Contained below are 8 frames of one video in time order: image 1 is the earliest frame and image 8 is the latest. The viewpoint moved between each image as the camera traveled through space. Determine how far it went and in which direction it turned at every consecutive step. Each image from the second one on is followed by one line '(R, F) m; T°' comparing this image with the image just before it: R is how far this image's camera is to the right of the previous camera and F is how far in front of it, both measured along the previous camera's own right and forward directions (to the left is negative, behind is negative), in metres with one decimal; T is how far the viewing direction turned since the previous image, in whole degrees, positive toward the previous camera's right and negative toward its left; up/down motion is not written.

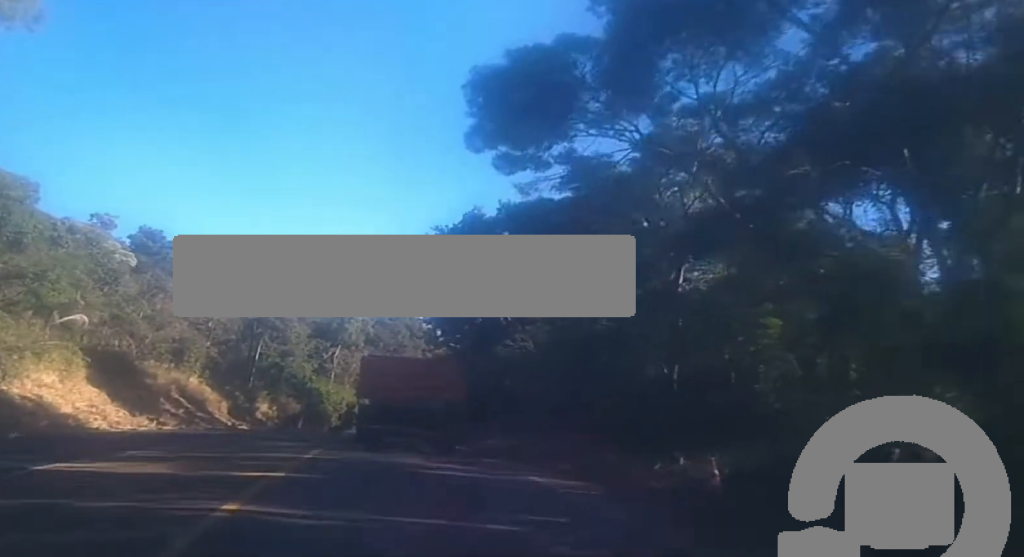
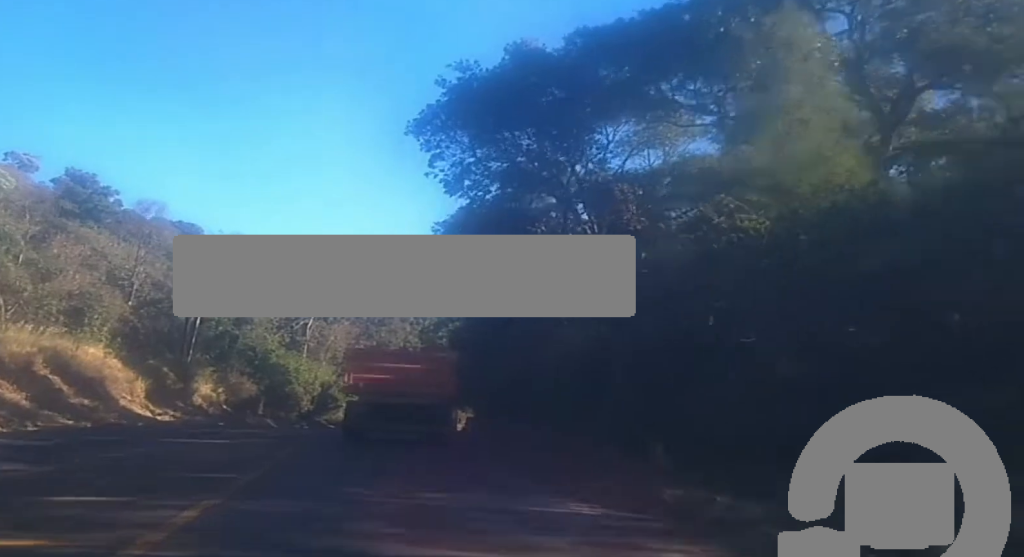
(+0.5, +24.4) m; +1°
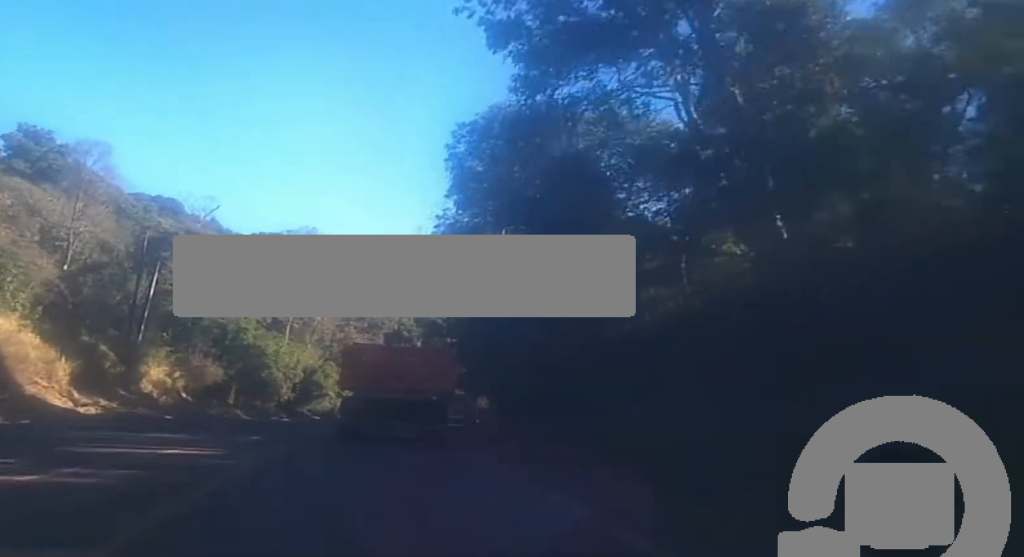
(0.0, +13.2) m; 0°
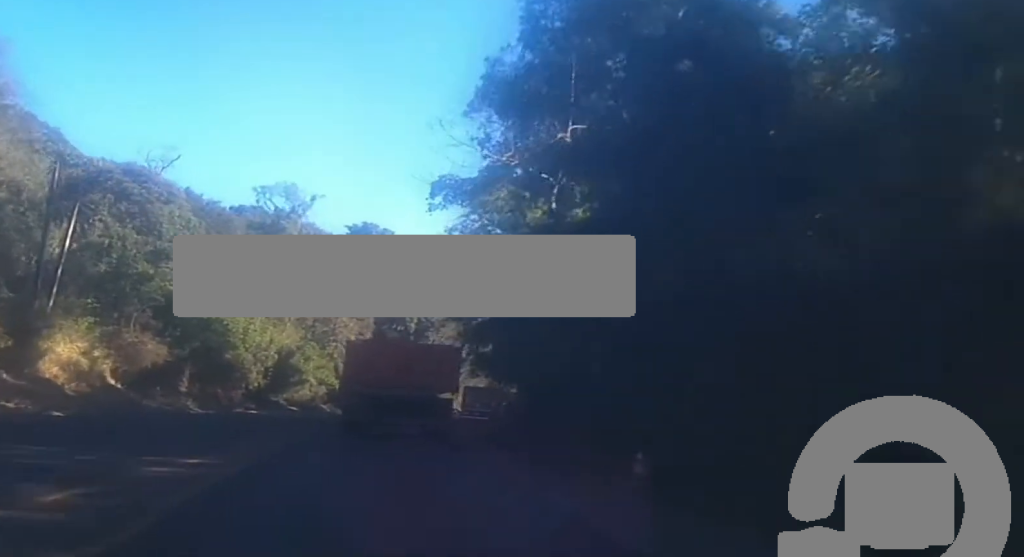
(0.0, +15.8) m; 0°
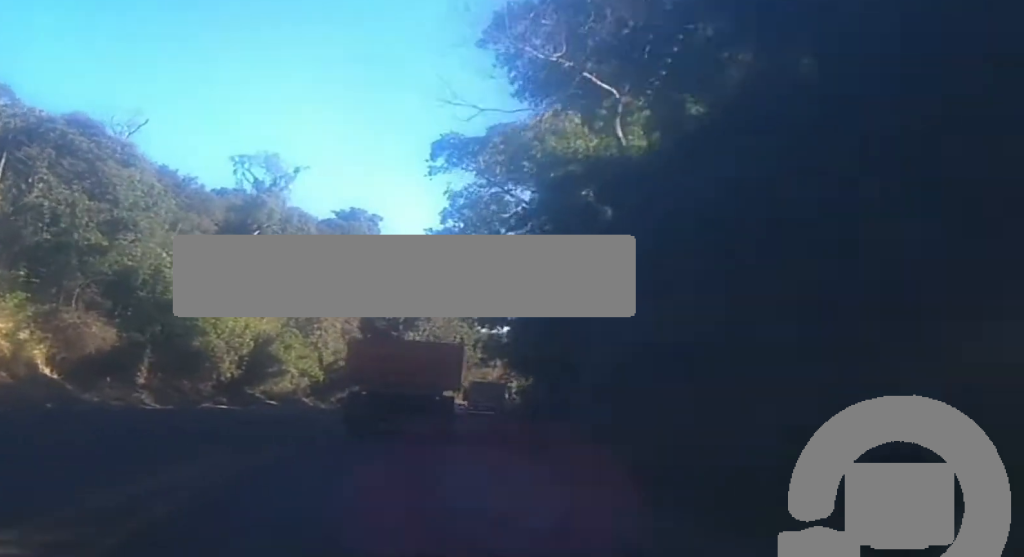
(0.0, +8.3) m; 0°
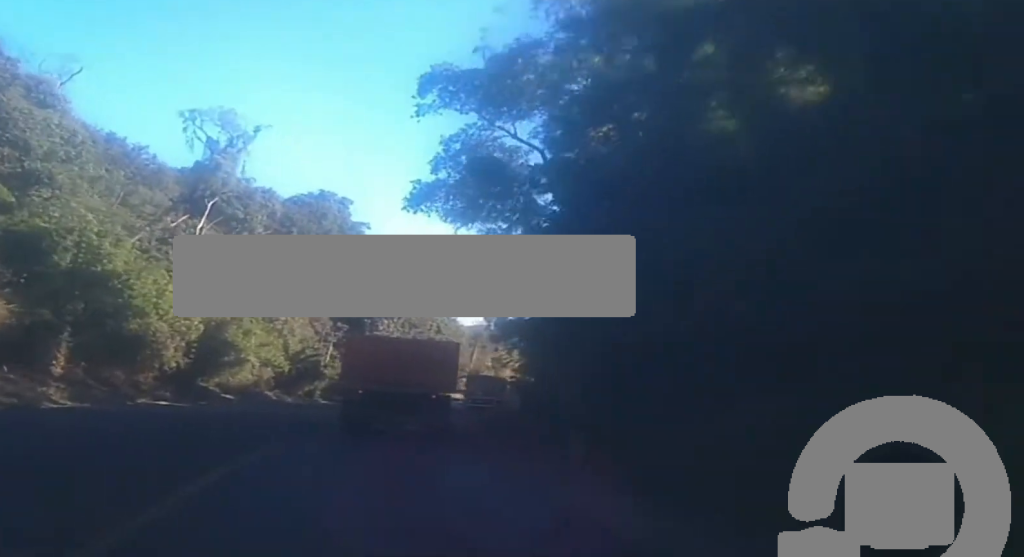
(-0.1, +10.2) m; 0°
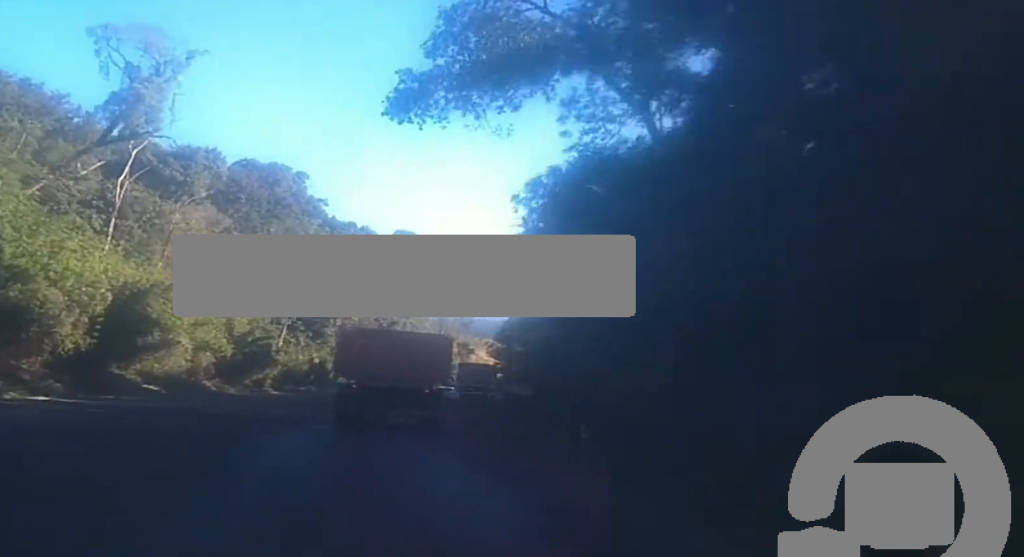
(+0.1, +12.7) m; +1°
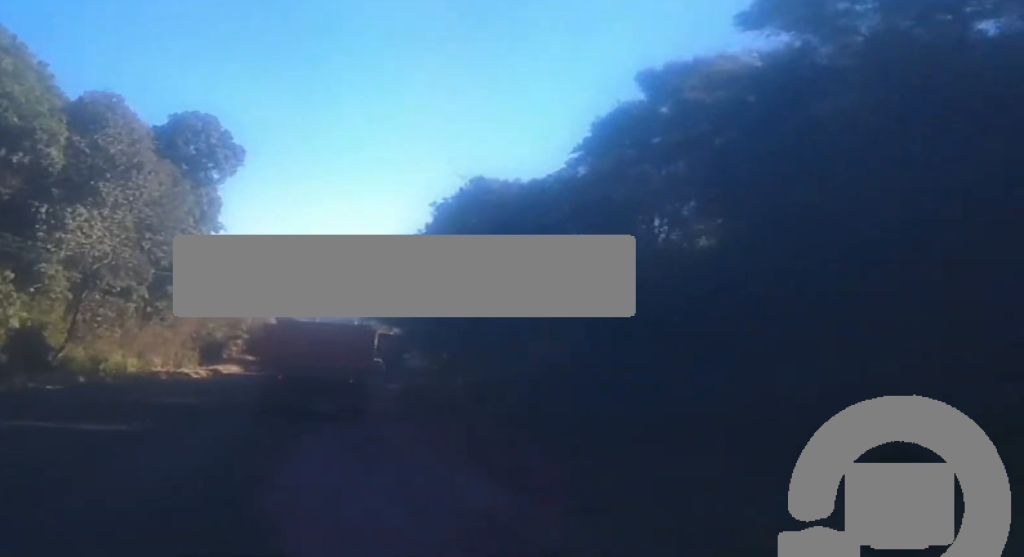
(+1.6, +51.0) m; +8°
